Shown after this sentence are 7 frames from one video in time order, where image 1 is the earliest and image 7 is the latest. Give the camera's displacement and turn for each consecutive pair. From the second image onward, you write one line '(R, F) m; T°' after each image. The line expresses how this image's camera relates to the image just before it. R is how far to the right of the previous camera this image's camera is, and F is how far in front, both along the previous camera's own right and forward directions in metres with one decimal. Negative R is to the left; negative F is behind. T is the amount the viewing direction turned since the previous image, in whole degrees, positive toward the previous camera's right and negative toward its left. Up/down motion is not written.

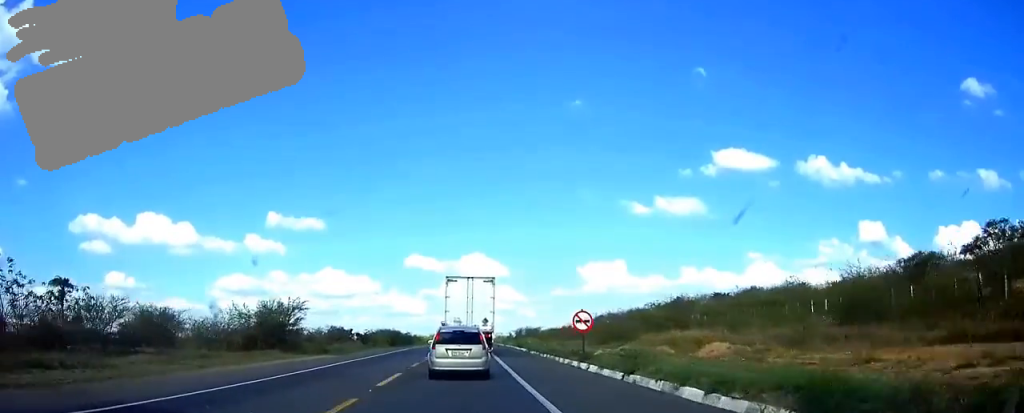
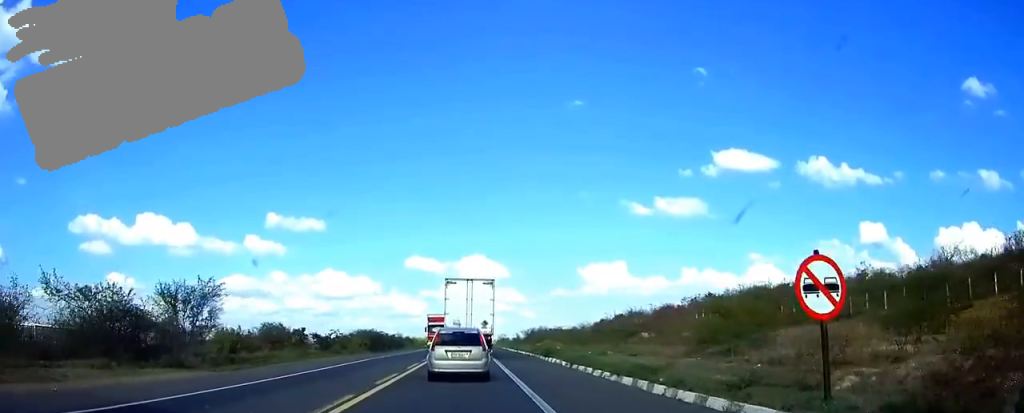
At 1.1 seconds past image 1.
(-0.1, +23.4) m; 0°
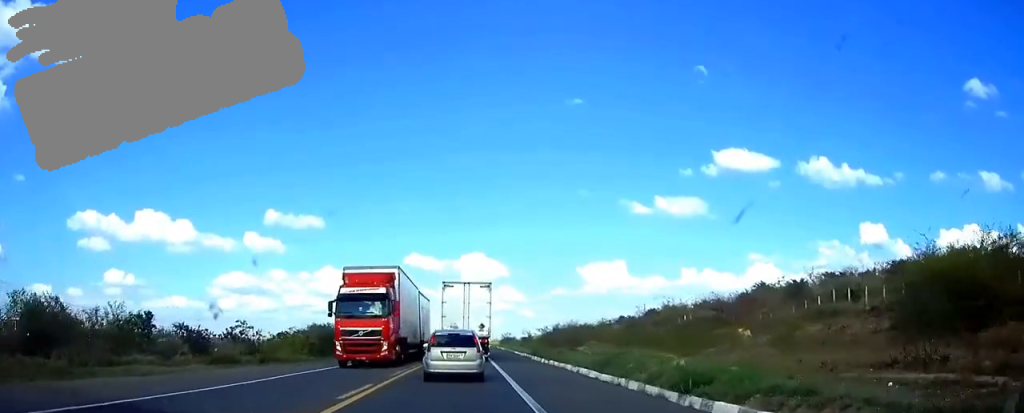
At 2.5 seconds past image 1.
(0.0, +28.9) m; 0°
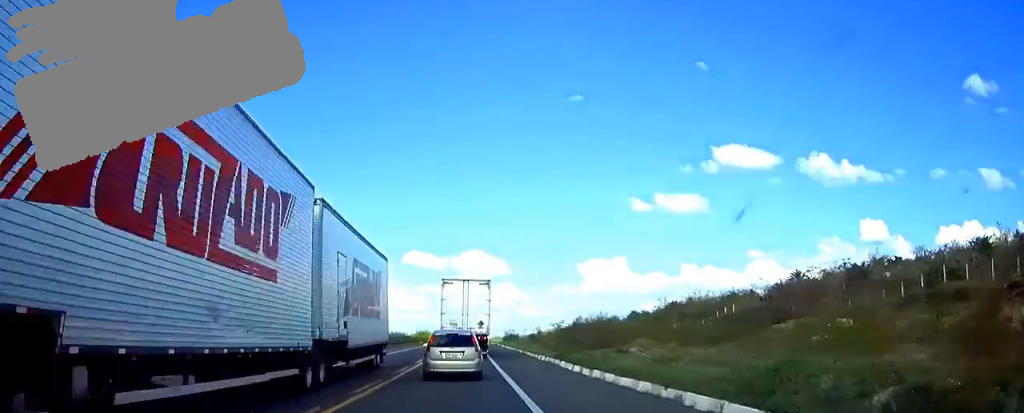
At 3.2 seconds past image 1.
(-0.1, +14.4) m; 0°
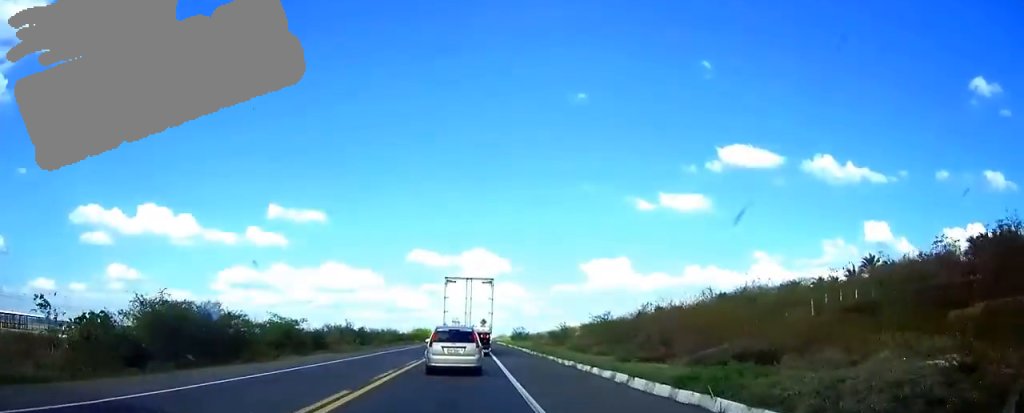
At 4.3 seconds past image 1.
(+0.1, +22.0) m; 0°
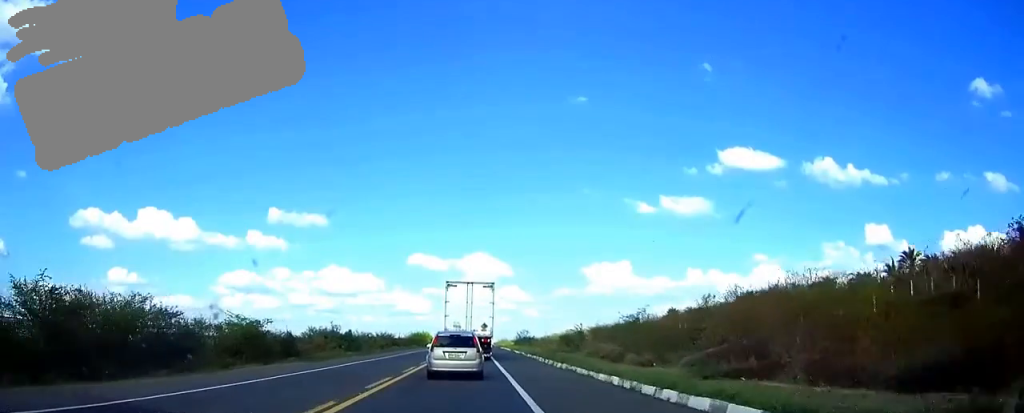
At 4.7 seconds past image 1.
(-0.1, +9.7) m; 0°
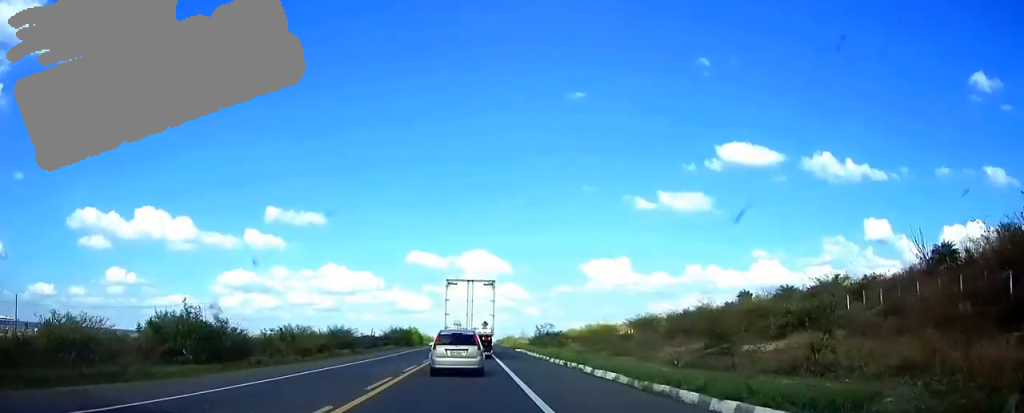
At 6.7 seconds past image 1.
(0.0, +41.8) m; 0°
